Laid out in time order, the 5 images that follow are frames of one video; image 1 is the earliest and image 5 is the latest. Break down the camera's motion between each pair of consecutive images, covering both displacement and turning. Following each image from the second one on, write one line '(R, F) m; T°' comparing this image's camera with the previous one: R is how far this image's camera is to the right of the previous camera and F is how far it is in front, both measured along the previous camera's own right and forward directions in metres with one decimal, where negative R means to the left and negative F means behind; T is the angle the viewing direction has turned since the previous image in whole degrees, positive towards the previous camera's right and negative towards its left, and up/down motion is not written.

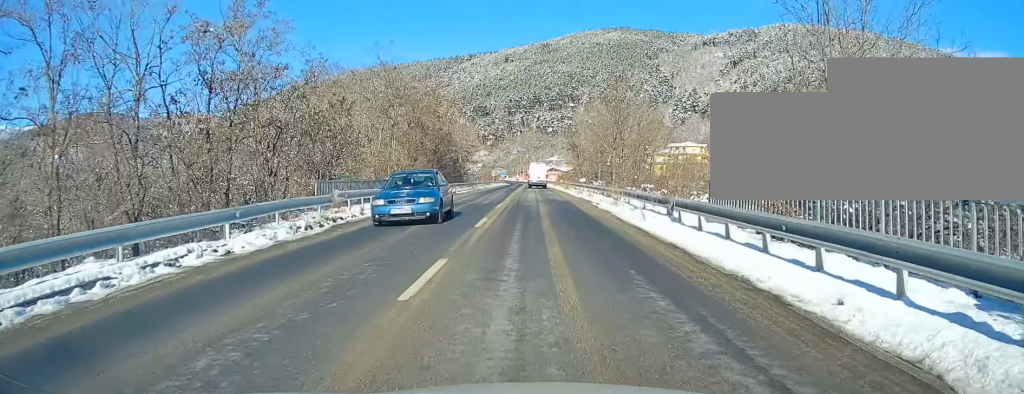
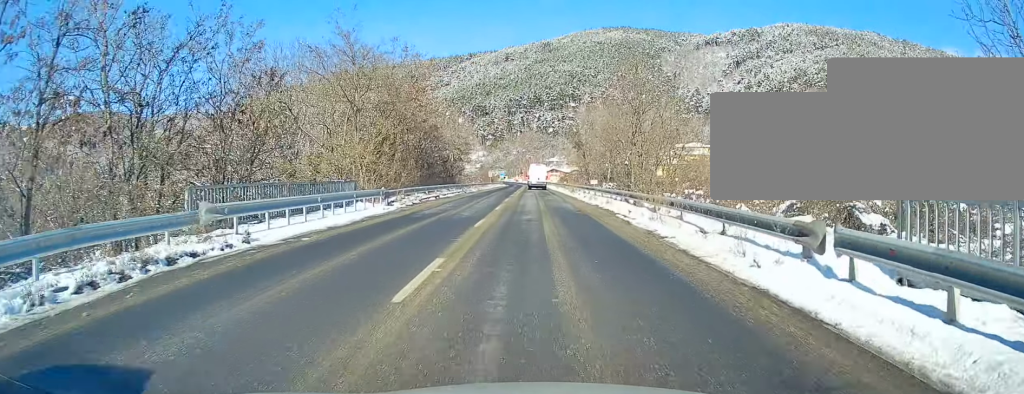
(0.0, +9.0) m; 0°
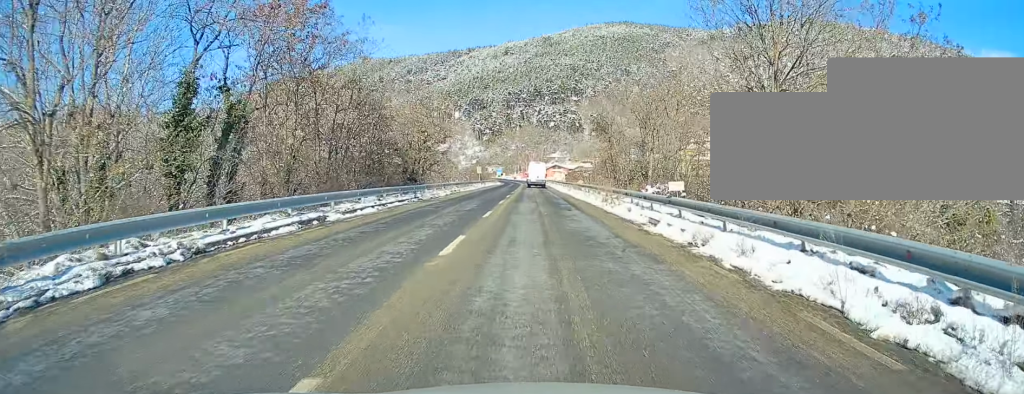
(-0.1, +23.3) m; 0°
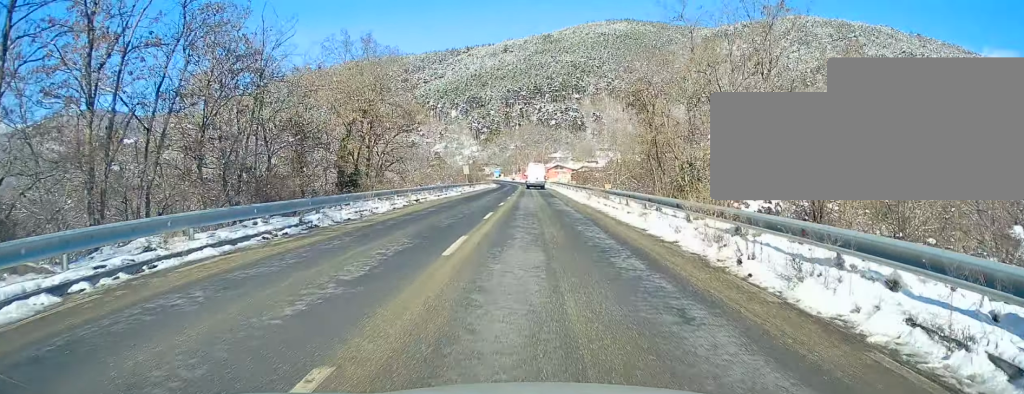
(0.0, +17.3) m; 0°
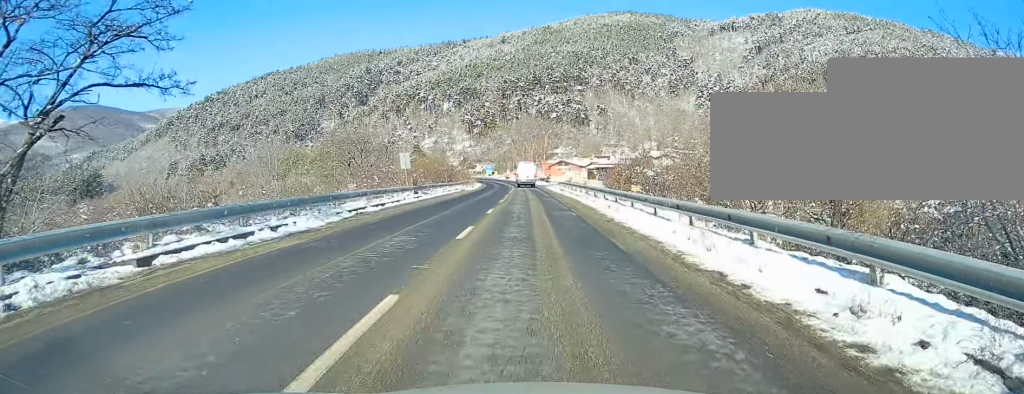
(+0.2, +33.3) m; 0°
